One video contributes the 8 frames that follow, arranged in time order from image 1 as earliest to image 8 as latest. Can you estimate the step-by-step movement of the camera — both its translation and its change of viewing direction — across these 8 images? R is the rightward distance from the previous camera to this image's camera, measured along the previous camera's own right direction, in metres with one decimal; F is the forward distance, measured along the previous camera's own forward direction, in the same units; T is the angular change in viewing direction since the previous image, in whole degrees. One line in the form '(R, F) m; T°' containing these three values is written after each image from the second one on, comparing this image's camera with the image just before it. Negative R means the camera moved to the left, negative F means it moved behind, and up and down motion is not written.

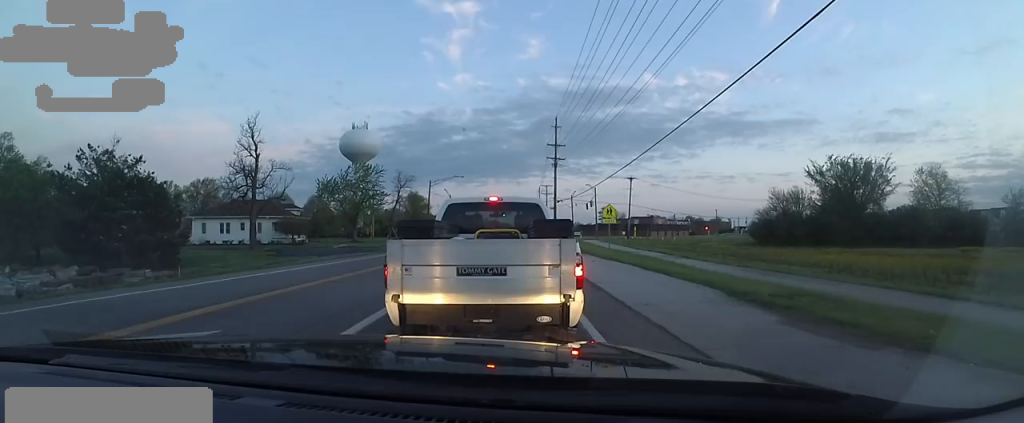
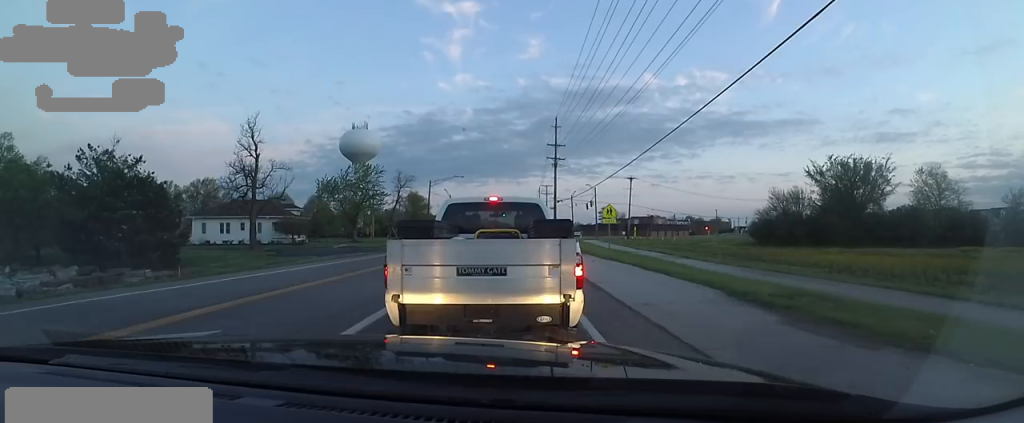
(0.0, 0.0) m; 0°
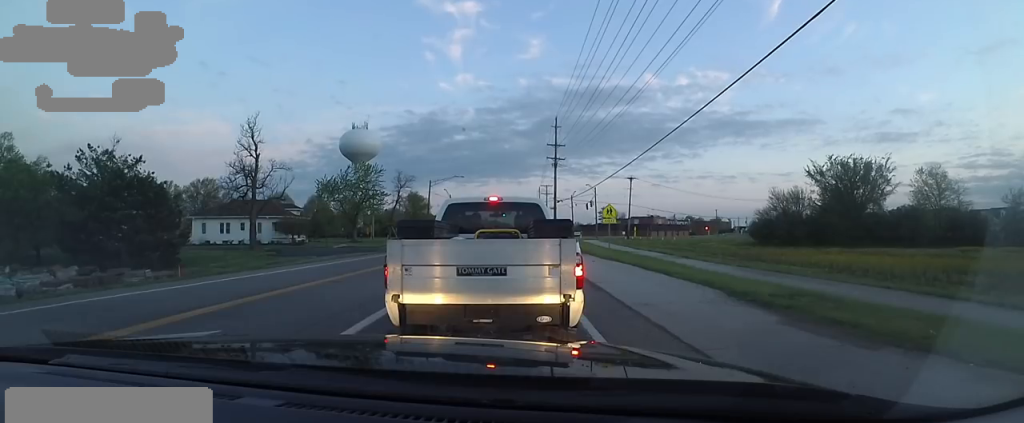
(0.0, 0.0) m; 0°
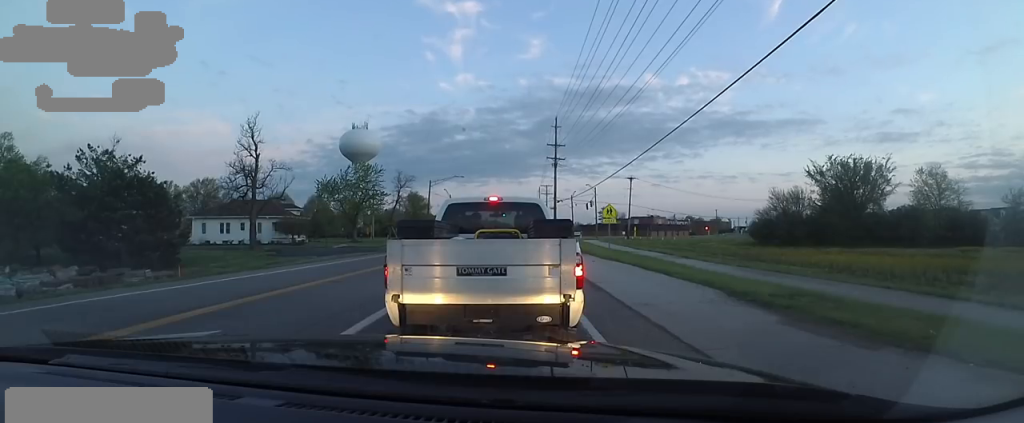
(0.0, 0.0) m; 0°
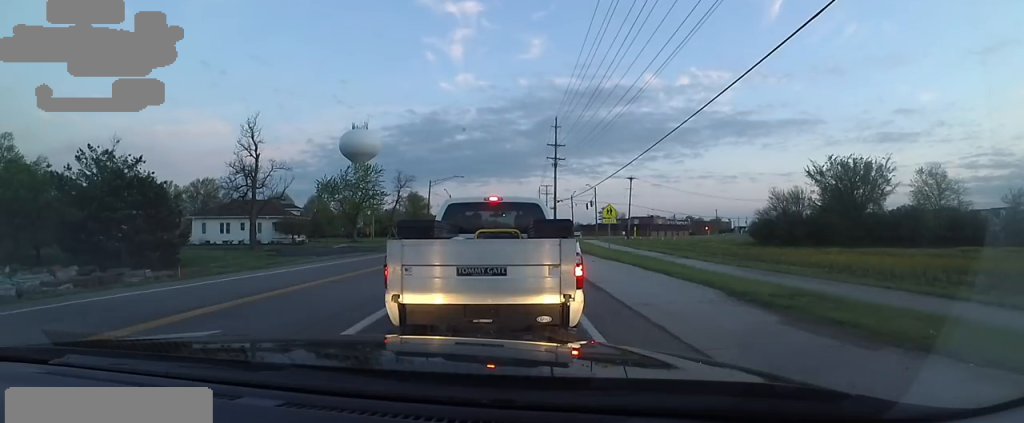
(0.0, 0.0) m; 0°
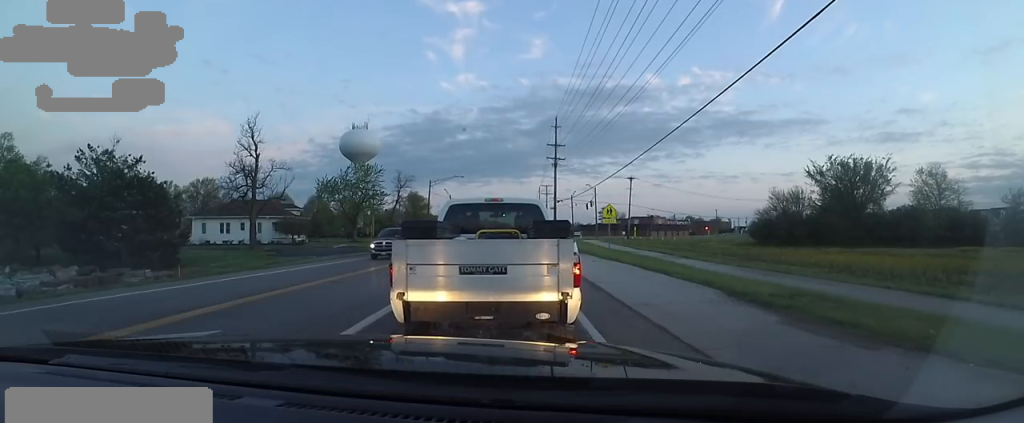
(0.0, 0.0) m; 0°
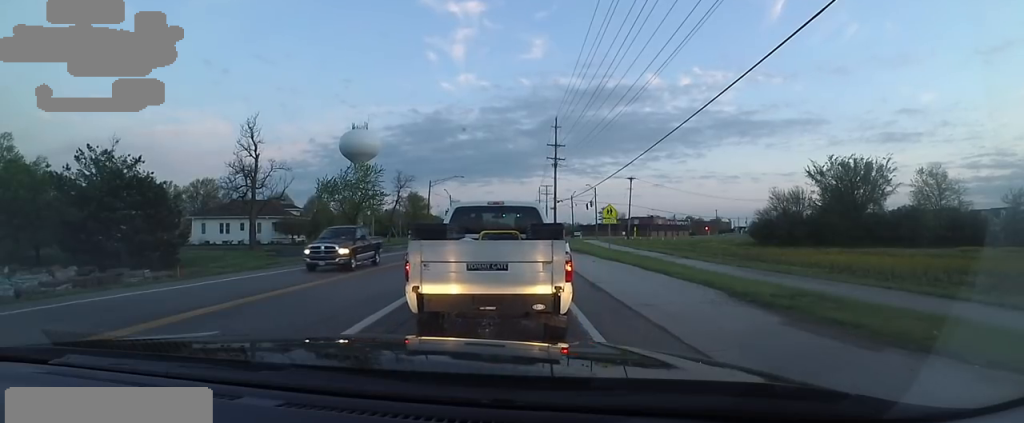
(0.0, 0.0) m; 0°
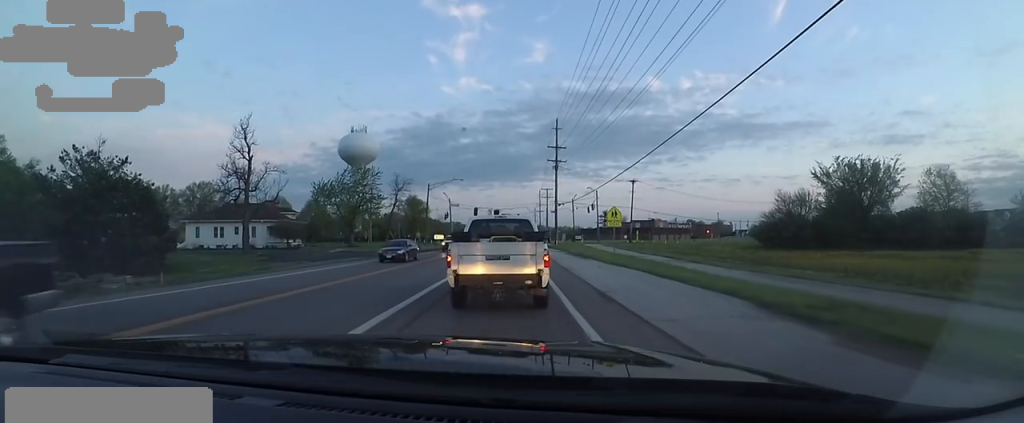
(+0.3, +1.7) m; +2°
